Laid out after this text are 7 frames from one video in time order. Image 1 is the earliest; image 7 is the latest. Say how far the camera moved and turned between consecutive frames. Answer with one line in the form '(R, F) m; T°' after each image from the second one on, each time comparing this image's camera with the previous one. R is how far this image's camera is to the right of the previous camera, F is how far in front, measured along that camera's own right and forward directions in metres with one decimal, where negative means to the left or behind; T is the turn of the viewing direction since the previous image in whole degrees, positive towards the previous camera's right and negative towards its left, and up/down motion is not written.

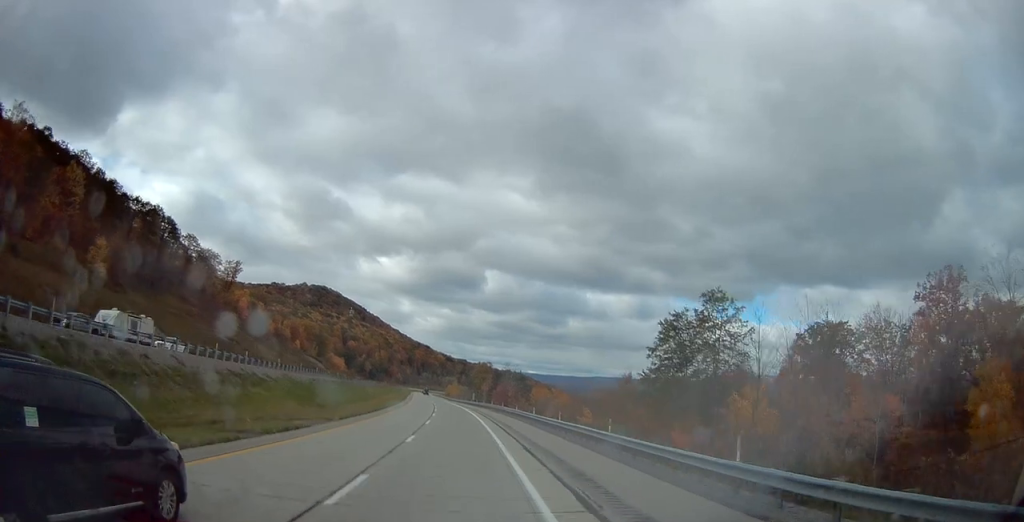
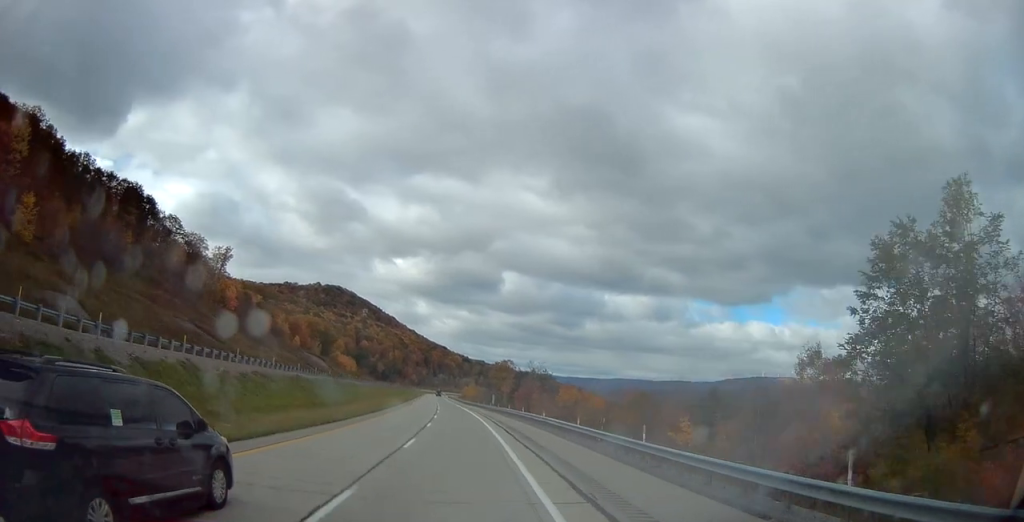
(-0.5, +26.5) m; -2°
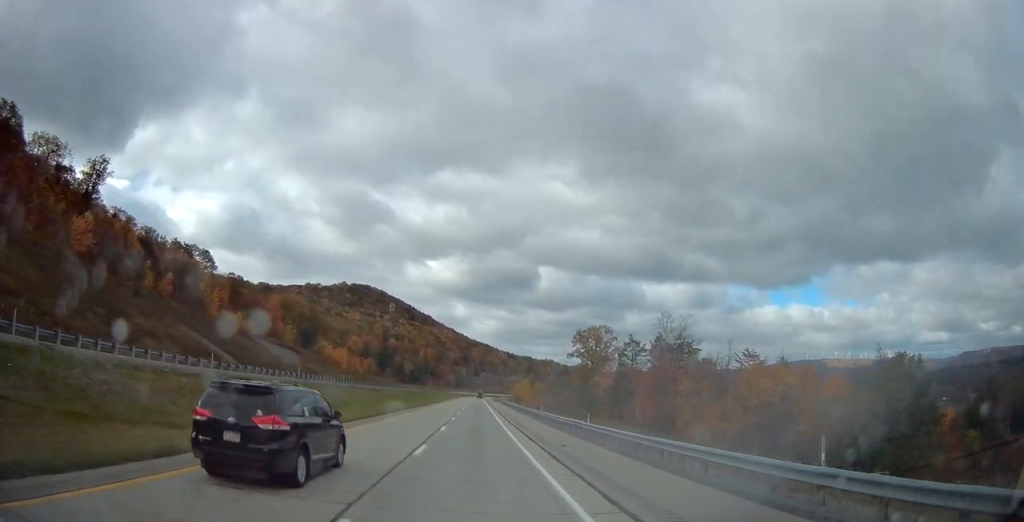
(-4.8, +100.8) m; -4°
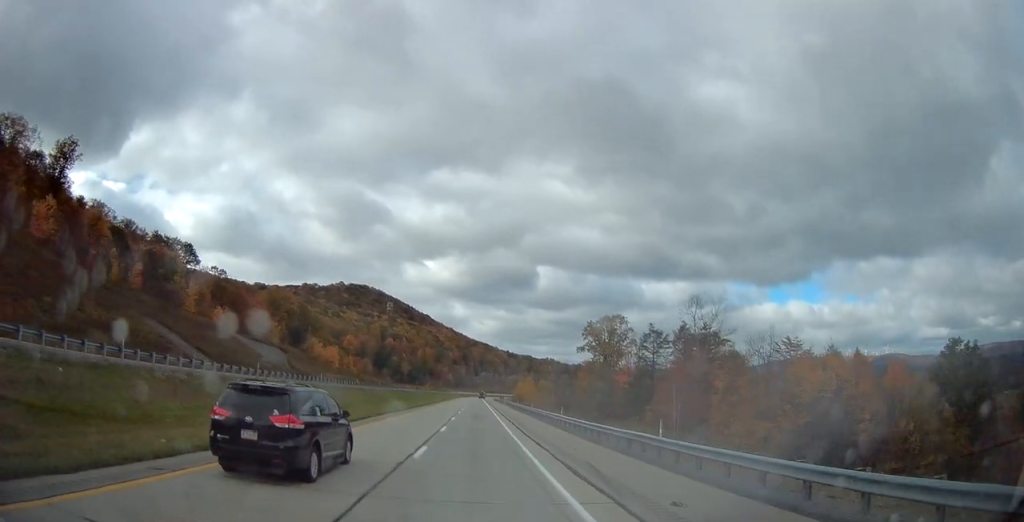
(-0.1, +12.7) m; 0°
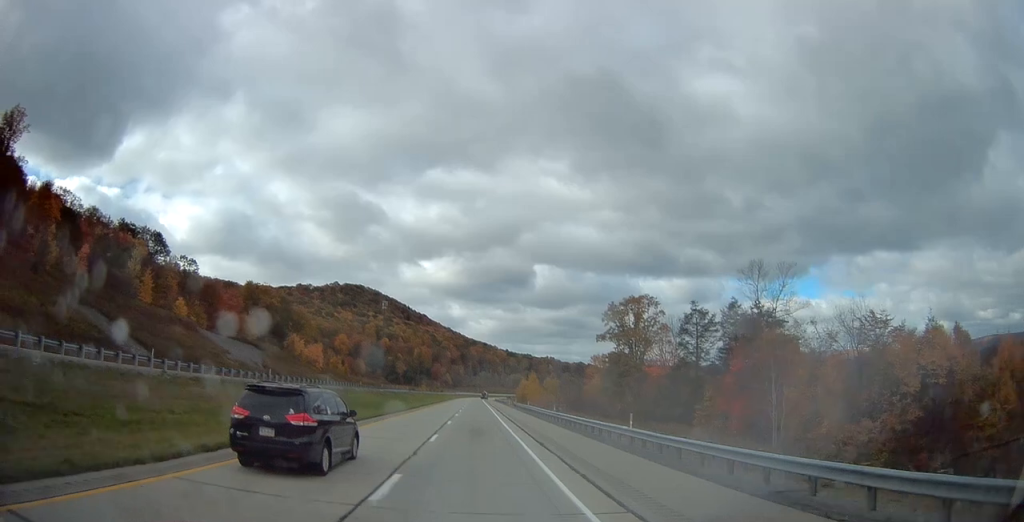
(-0.1, +19.1) m; 0°
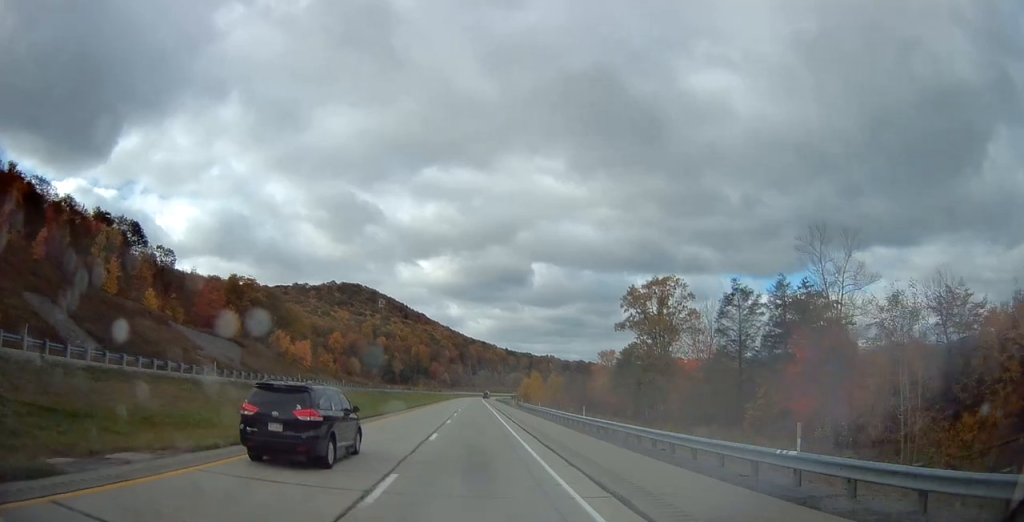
(-0.1, +12.7) m; 0°
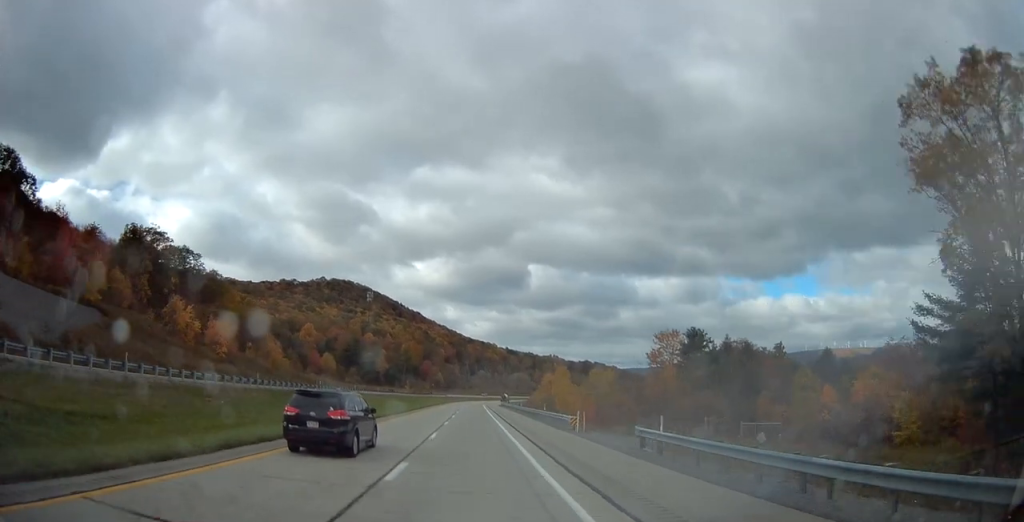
(+0.3, +58.2) m; 0°
